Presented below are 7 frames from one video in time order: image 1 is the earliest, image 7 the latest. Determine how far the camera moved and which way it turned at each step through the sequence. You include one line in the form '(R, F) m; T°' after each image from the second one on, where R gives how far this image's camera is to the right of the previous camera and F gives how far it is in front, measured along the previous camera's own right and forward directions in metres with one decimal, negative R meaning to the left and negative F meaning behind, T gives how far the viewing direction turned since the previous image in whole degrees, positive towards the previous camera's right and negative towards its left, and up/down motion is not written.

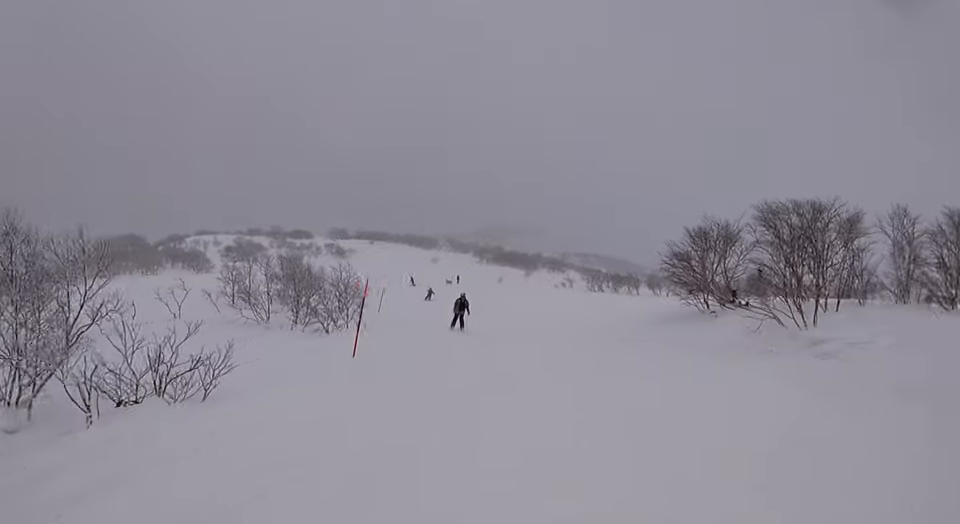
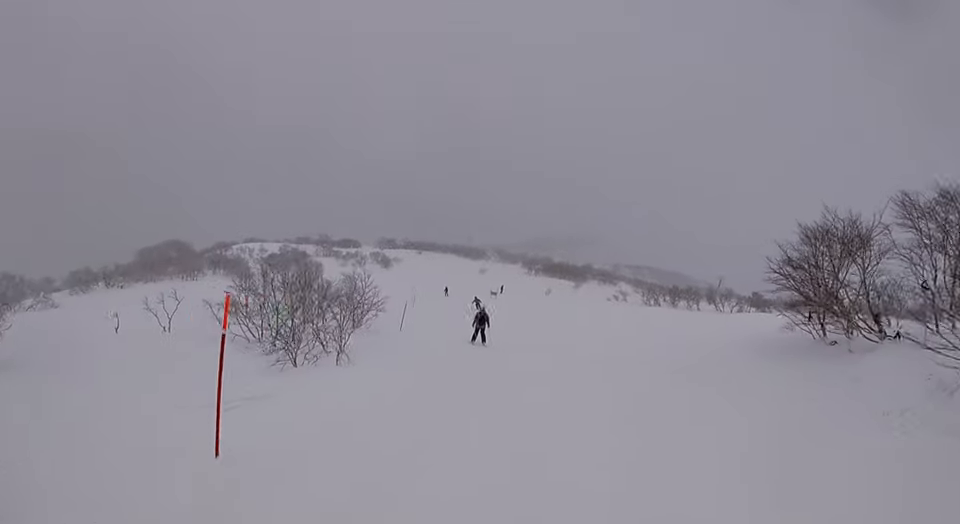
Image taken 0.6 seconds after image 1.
(+0.4, +4.2) m; -3°
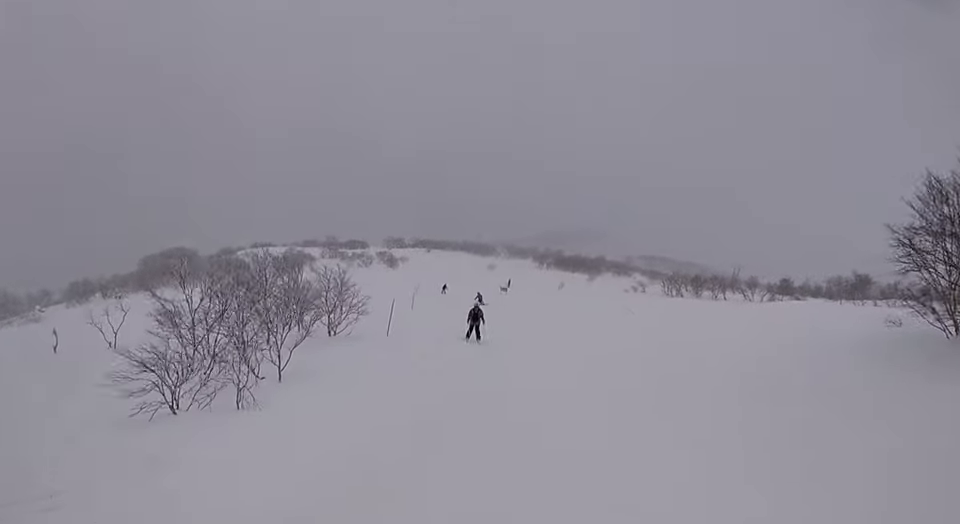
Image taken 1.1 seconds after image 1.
(+0.5, +3.7) m; -3°
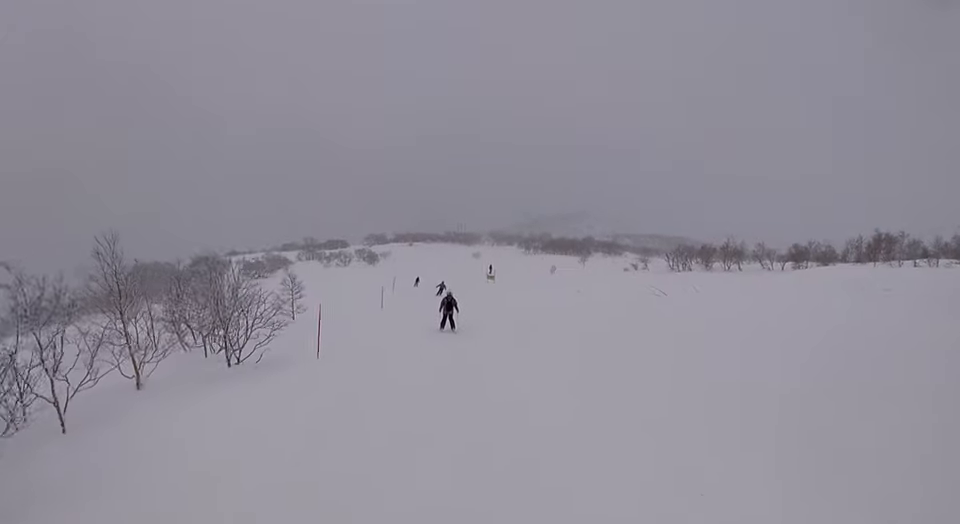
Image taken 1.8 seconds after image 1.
(-1.1, +5.5) m; -4°
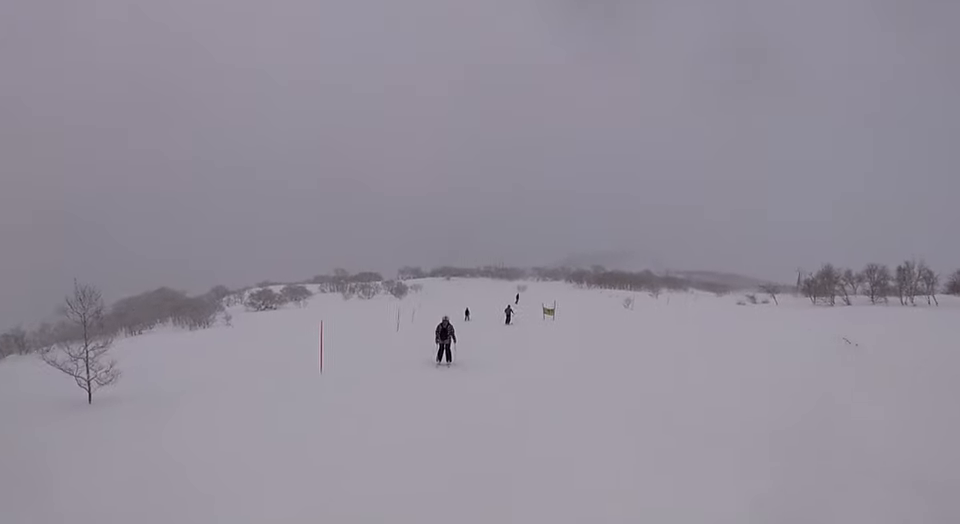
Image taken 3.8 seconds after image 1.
(-0.5, +17.5) m; -6°
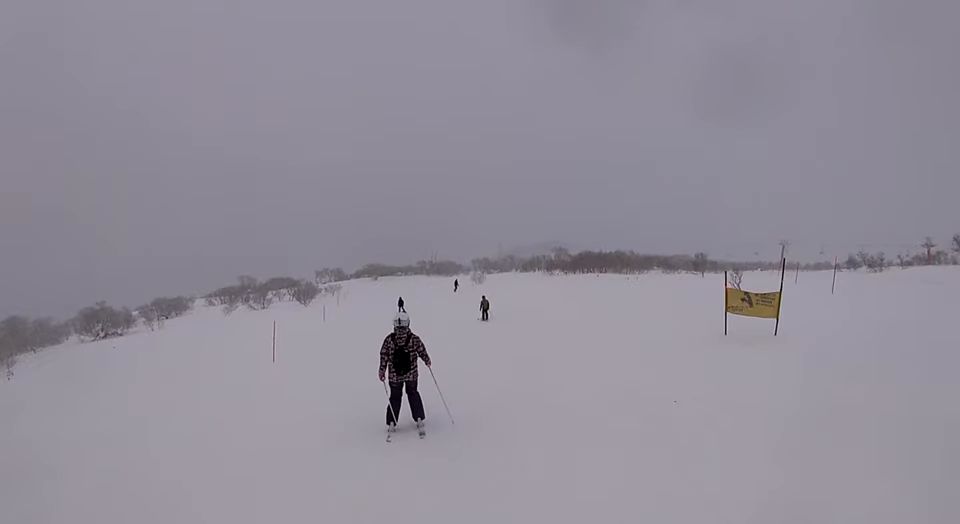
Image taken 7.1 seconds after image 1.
(+1.5, +31.2) m; +9°
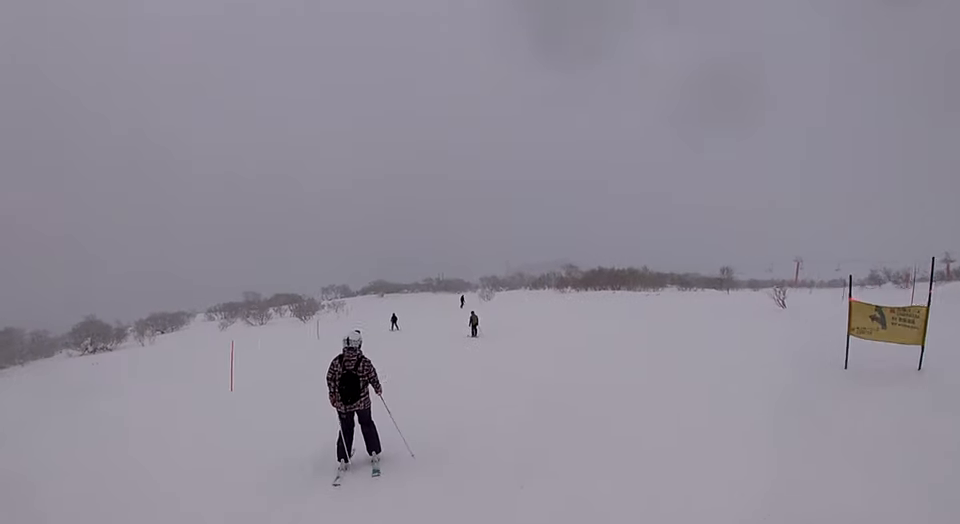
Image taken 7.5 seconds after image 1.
(0.0, +3.9) m; -3°
